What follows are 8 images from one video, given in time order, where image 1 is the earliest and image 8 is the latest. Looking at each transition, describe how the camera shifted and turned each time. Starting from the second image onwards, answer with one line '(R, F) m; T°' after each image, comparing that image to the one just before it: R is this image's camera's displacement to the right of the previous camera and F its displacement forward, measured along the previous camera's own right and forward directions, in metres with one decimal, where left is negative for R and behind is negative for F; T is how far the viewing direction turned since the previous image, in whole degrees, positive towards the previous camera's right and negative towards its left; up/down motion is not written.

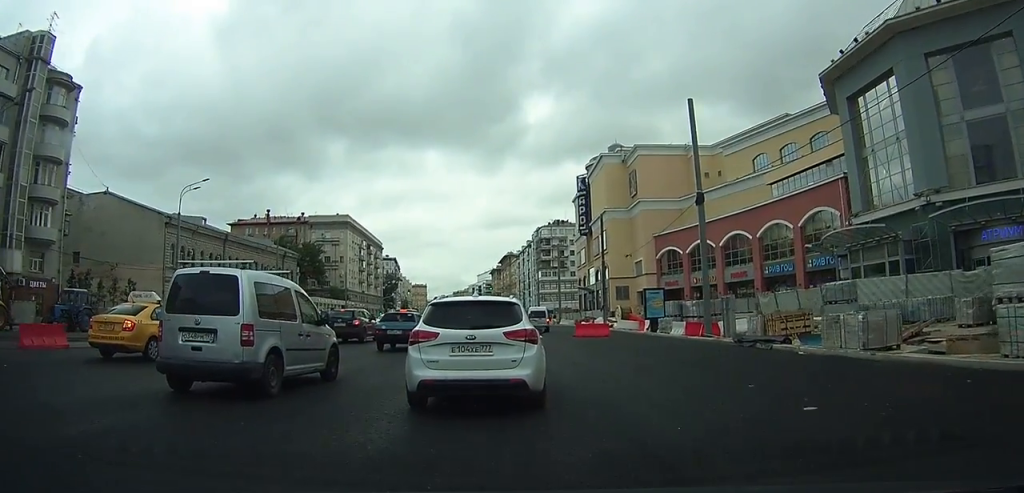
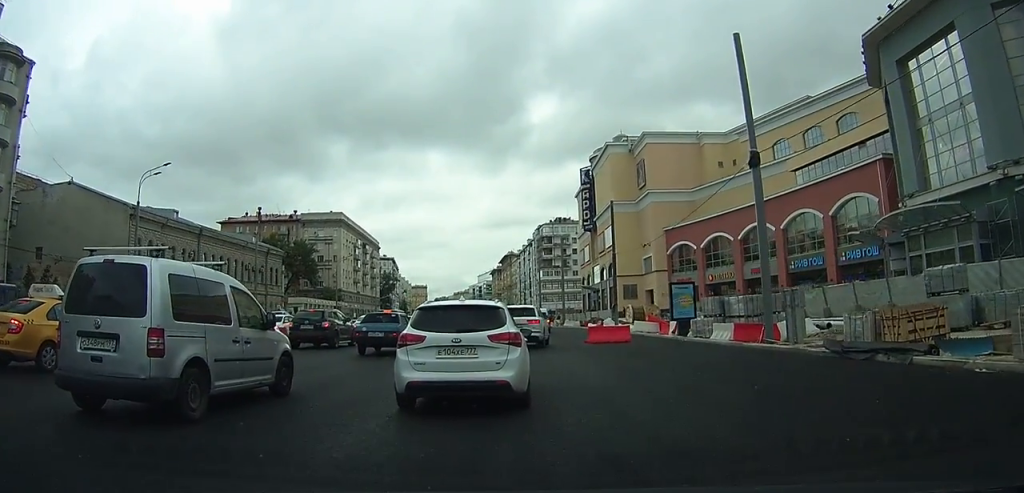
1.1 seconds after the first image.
(+0.1, +7.6) m; +1°
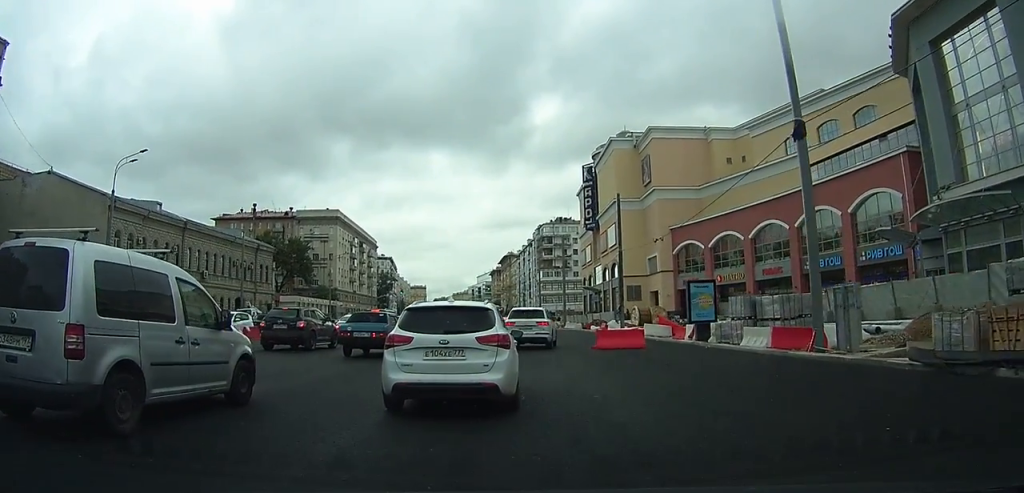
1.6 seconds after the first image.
(0.0, +4.0) m; 0°
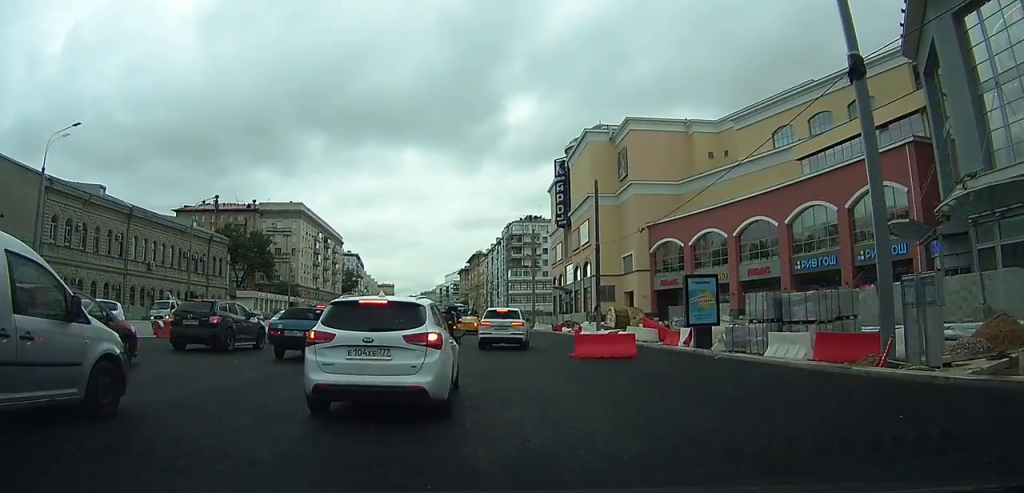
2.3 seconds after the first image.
(0.0, +5.3) m; 0°
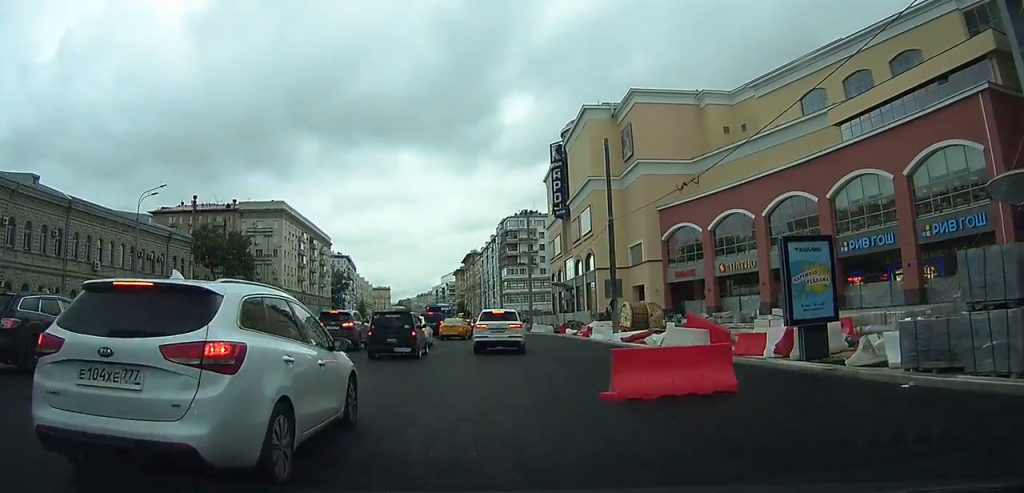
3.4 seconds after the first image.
(-0.1, +9.5) m; -1°
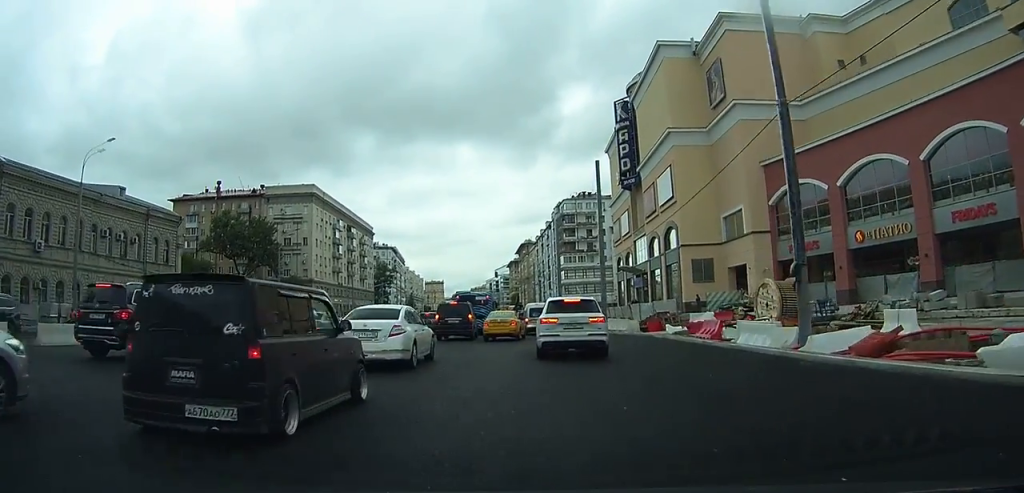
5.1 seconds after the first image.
(-0.3, +16.0) m; -2°
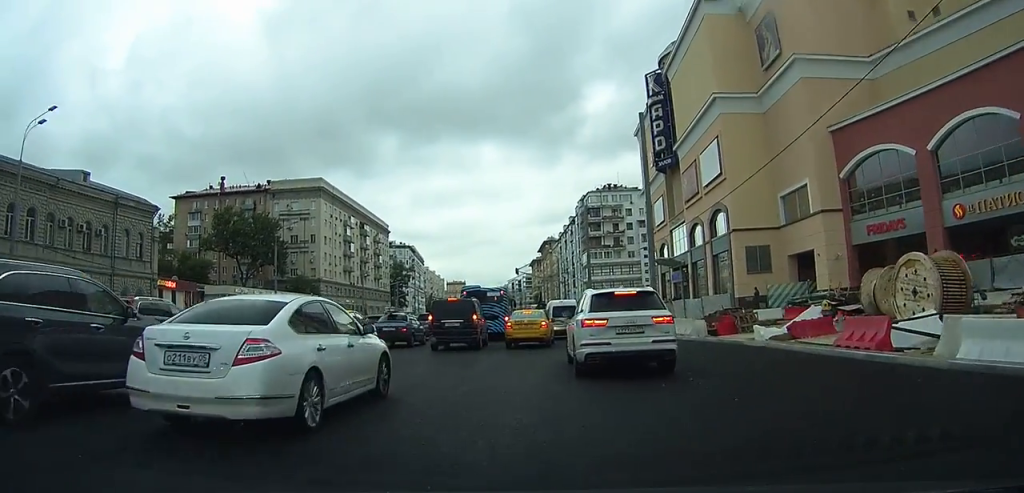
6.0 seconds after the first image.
(-0.2, +8.8) m; -1°
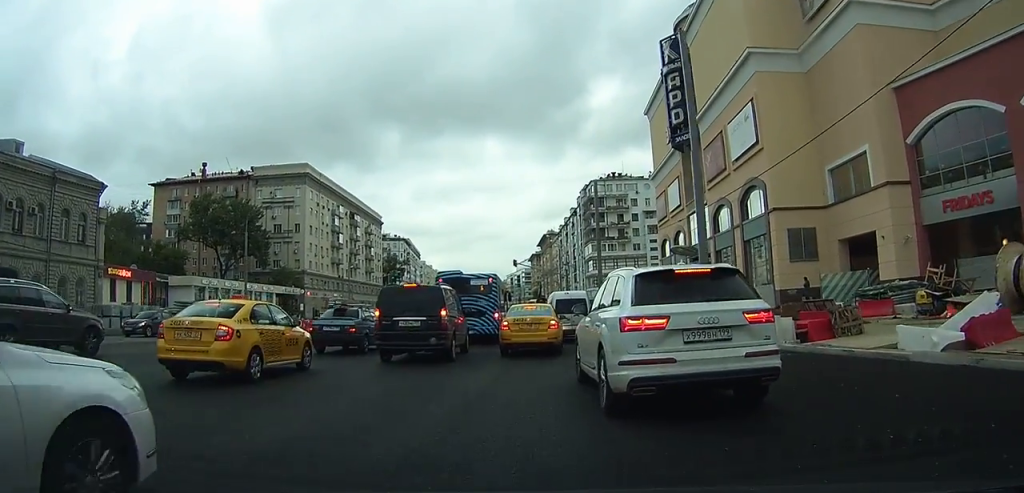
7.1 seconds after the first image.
(+0.1, +8.5) m; +1°
